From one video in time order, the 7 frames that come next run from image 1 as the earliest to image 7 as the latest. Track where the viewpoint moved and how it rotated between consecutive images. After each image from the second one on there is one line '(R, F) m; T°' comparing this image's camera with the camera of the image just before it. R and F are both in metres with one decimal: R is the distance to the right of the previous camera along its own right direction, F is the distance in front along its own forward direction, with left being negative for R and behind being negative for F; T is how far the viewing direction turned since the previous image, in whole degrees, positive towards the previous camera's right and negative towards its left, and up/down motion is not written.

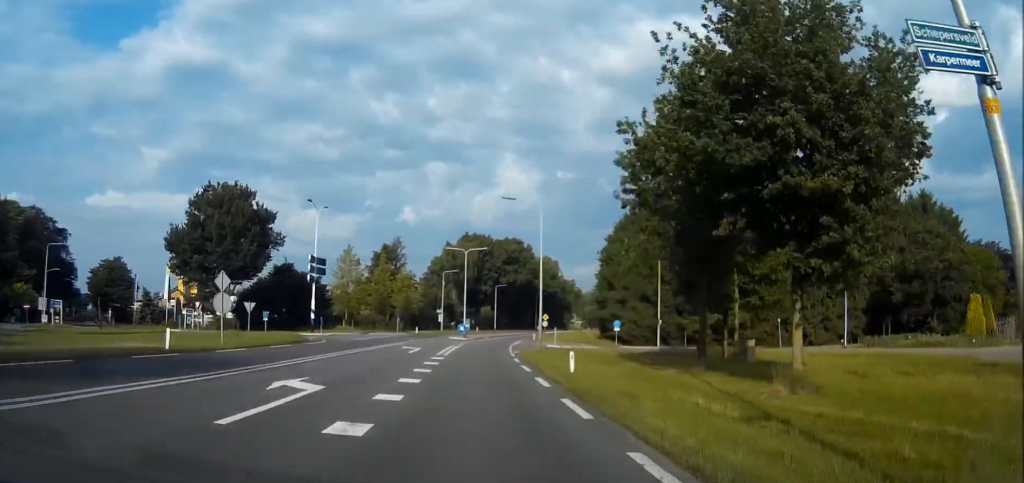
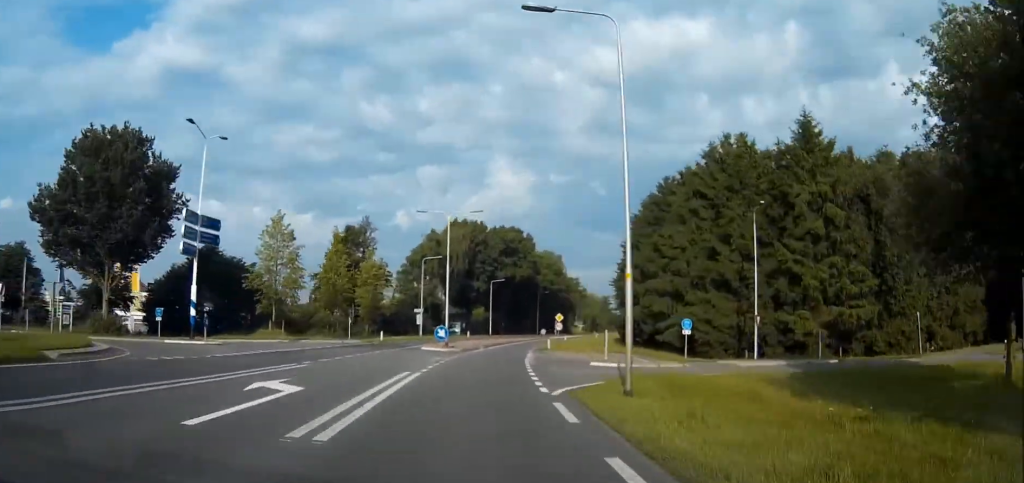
(+0.2, +24.1) m; +1°
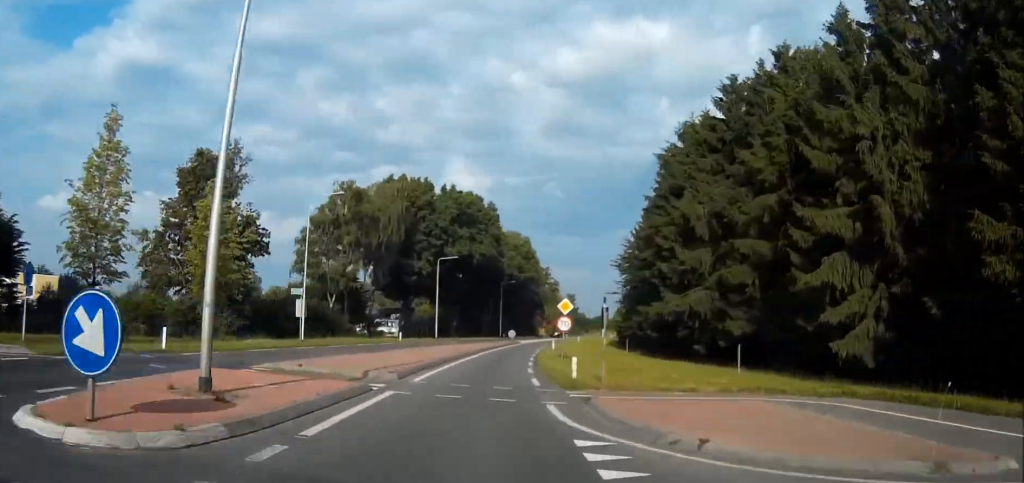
(+0.2, +34.6) m; +3°
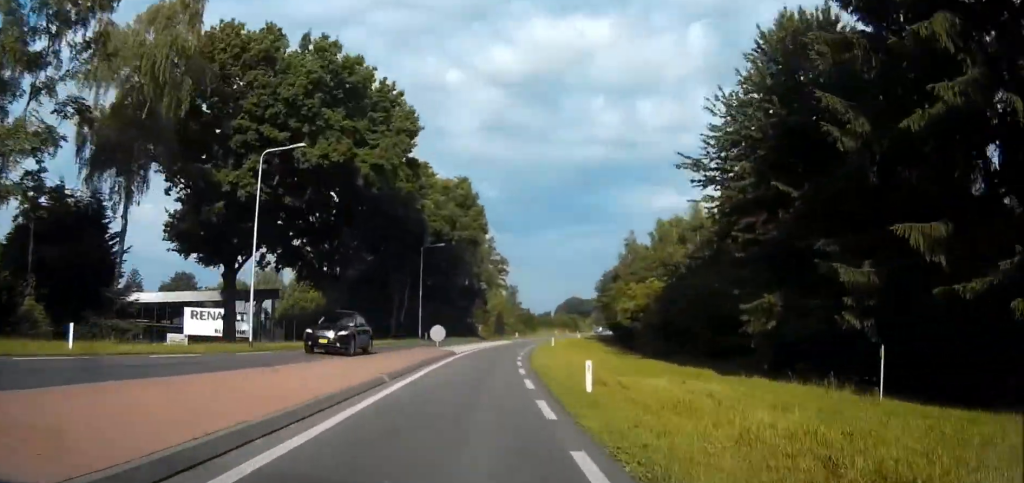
(+2.4, +43.6) m; +6°
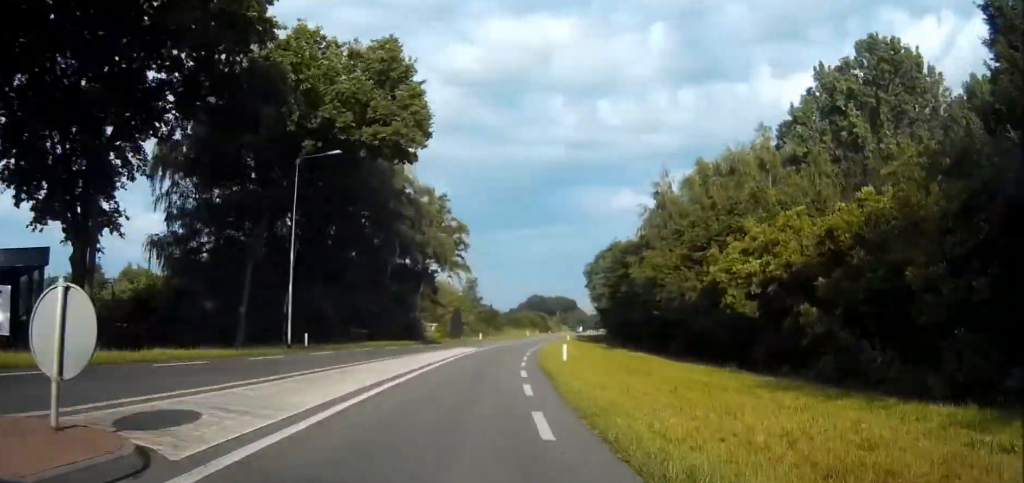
(+0.9, +31.7) m; +4°
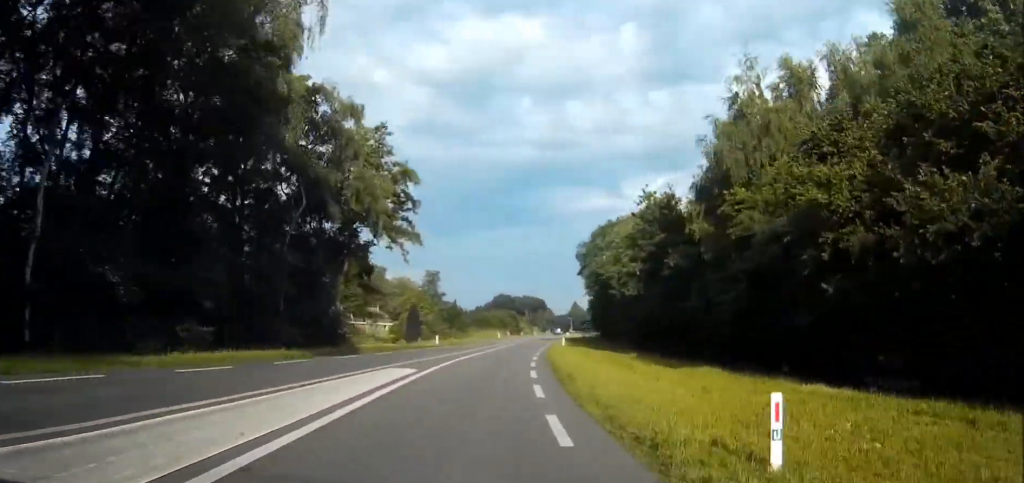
(+0.8, +23.8) m; +3°
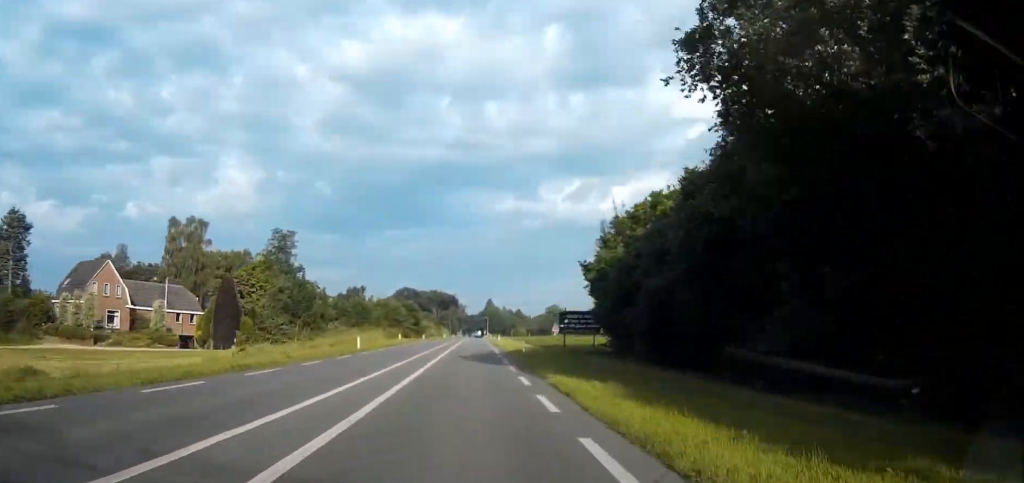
(+2.7, +61.3) m; +3°
